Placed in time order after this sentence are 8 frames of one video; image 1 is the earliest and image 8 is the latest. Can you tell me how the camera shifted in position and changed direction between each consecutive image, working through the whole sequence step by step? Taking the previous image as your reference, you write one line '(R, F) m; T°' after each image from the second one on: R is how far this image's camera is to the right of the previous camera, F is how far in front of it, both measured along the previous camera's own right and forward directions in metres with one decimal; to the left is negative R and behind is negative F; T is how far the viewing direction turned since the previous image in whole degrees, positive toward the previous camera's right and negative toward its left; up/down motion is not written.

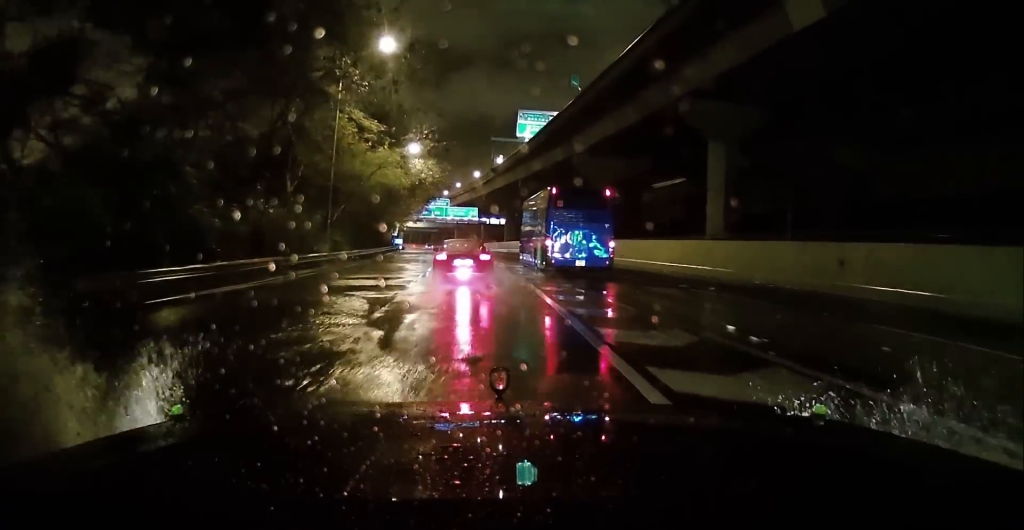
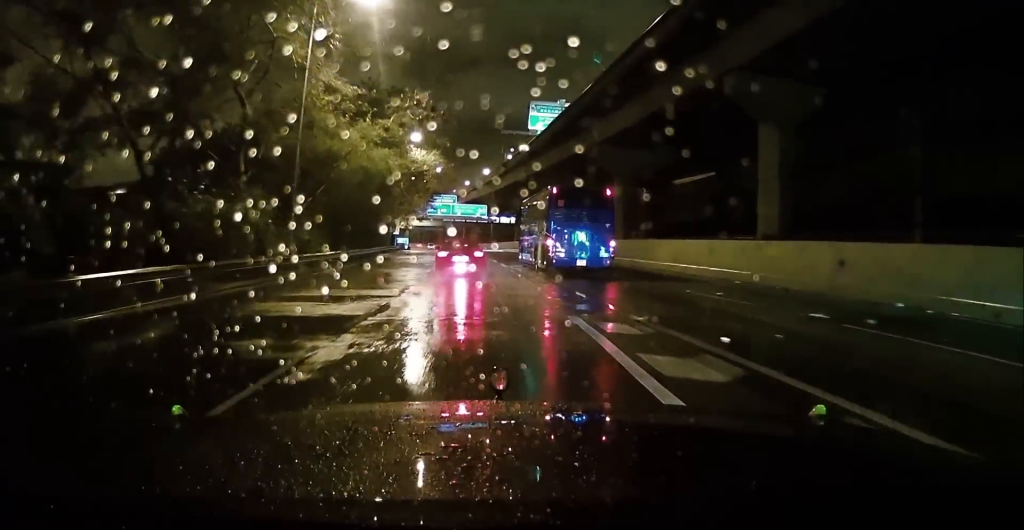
(-0.1, +8.3) m; -1°
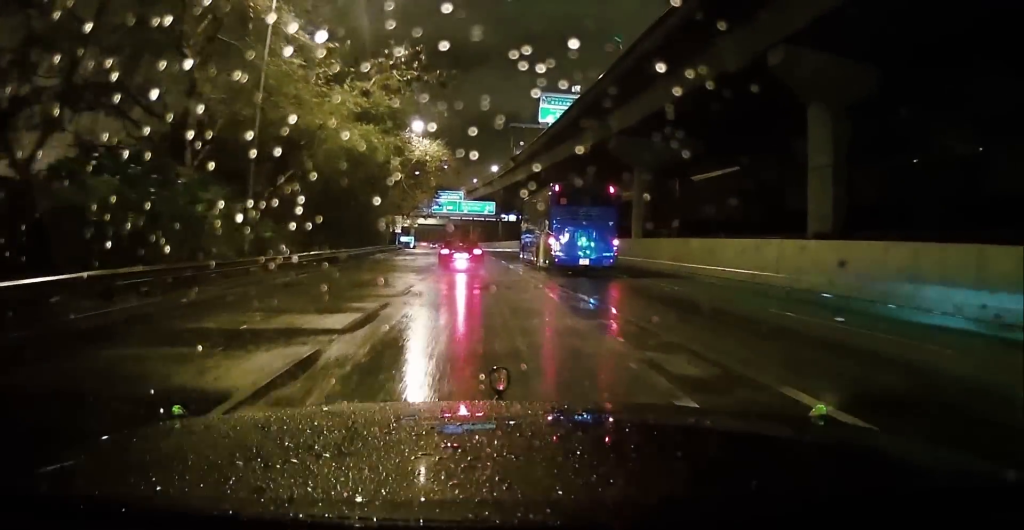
(0.0, +6.1) m; -2°
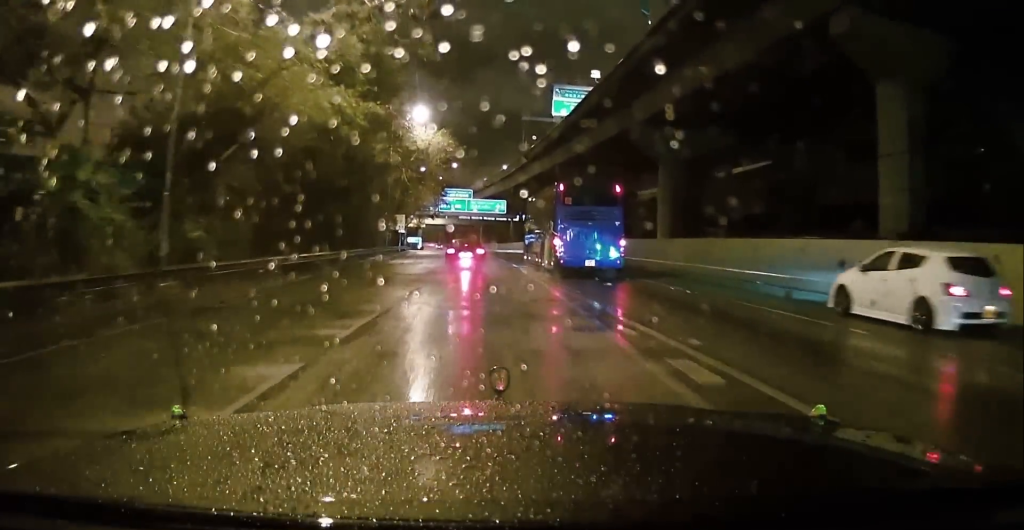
(-0.2, +6.6) m; -2°
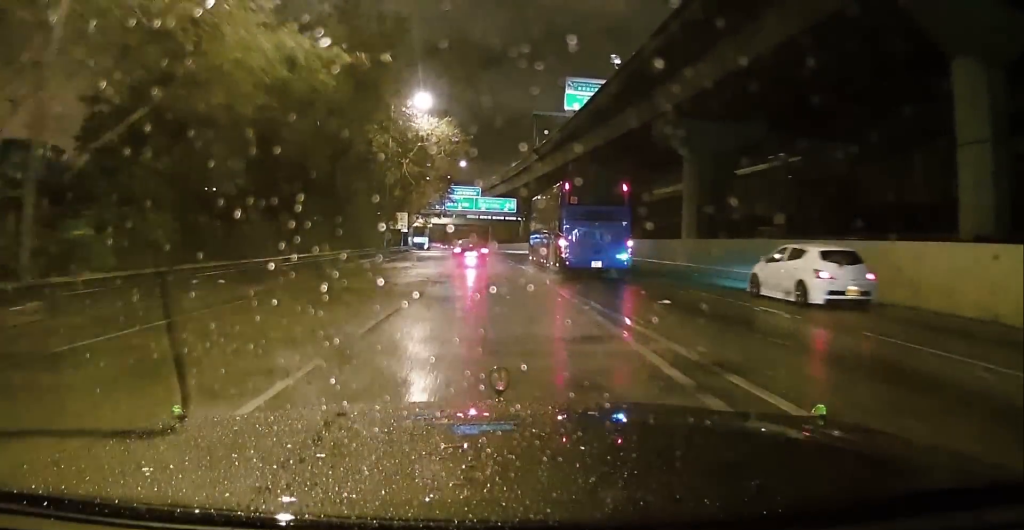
(-0.1, +5.4) m; -1°
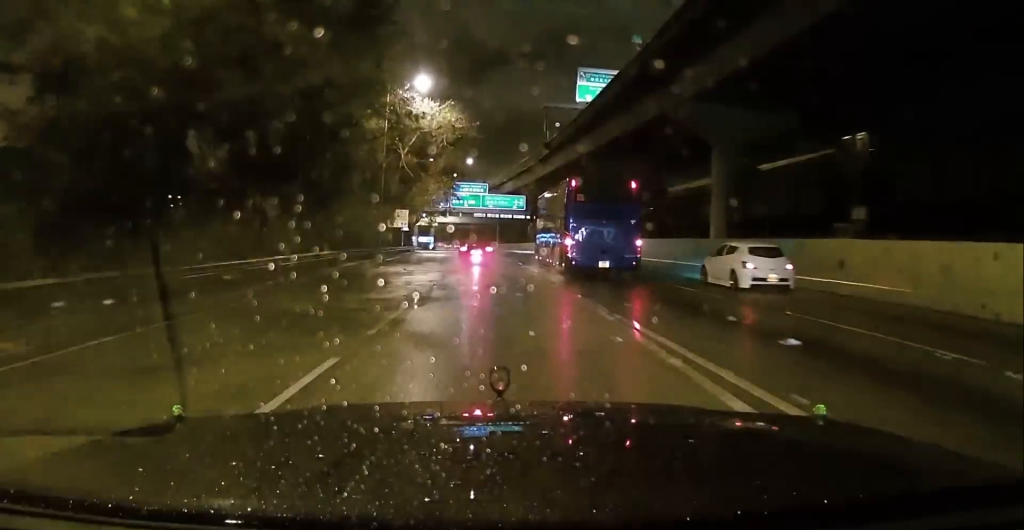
(0.0, +6.0) m; 0°
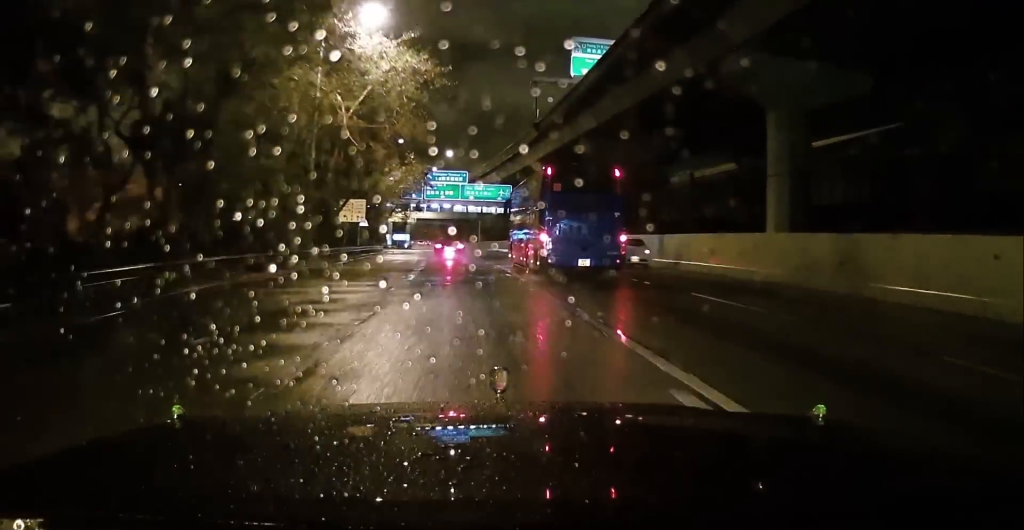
(0.0, +14.5) m; +1°
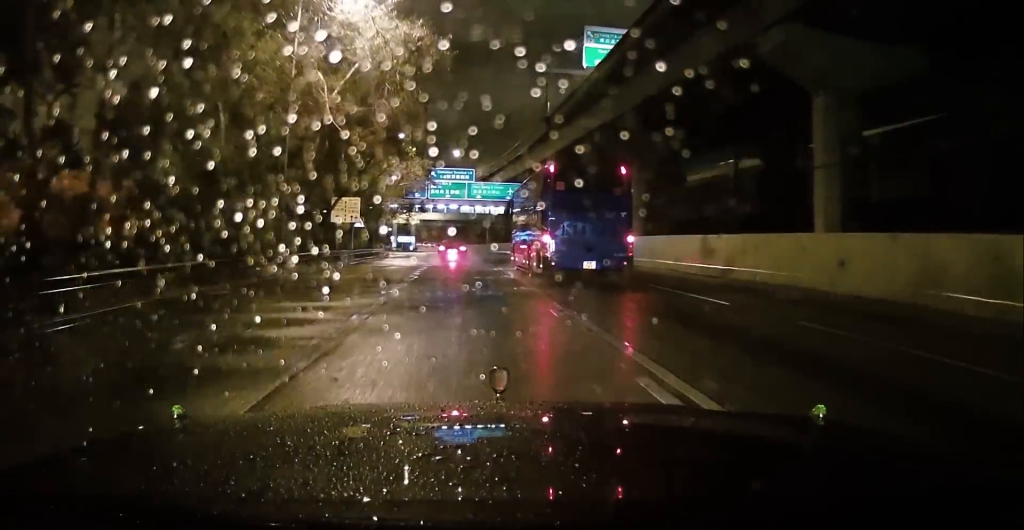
(0.0, +5.4) m; 0°
